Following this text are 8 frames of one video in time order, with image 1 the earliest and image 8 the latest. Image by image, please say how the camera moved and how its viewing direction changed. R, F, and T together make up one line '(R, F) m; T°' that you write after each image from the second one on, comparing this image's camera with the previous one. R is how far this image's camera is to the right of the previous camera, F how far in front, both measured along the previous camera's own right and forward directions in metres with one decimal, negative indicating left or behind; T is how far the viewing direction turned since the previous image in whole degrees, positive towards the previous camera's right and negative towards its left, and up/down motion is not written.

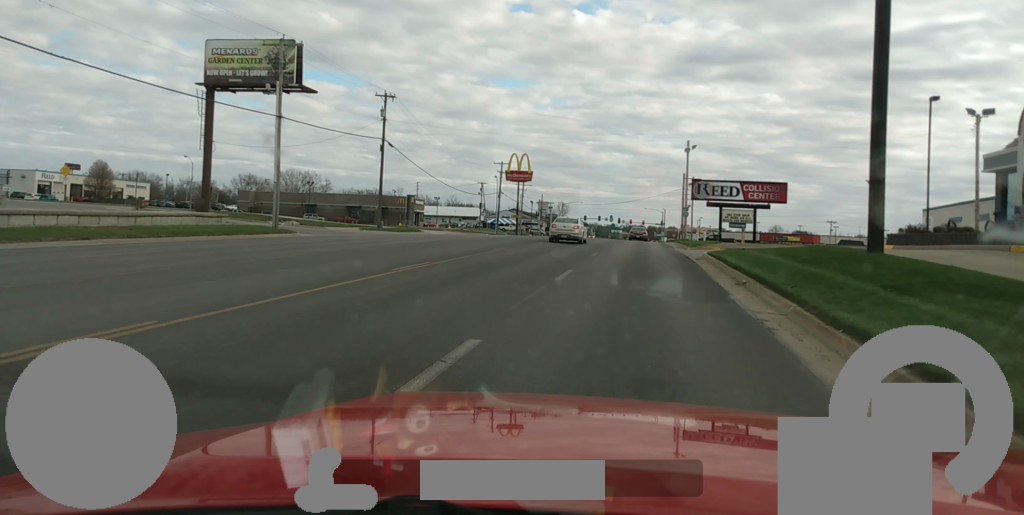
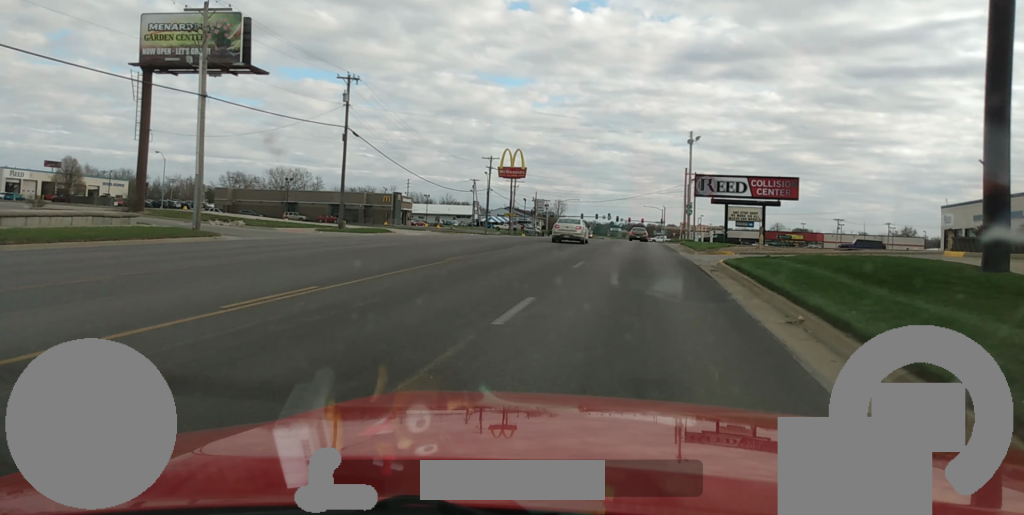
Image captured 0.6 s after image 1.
(0.0, +8.1) m; 0°
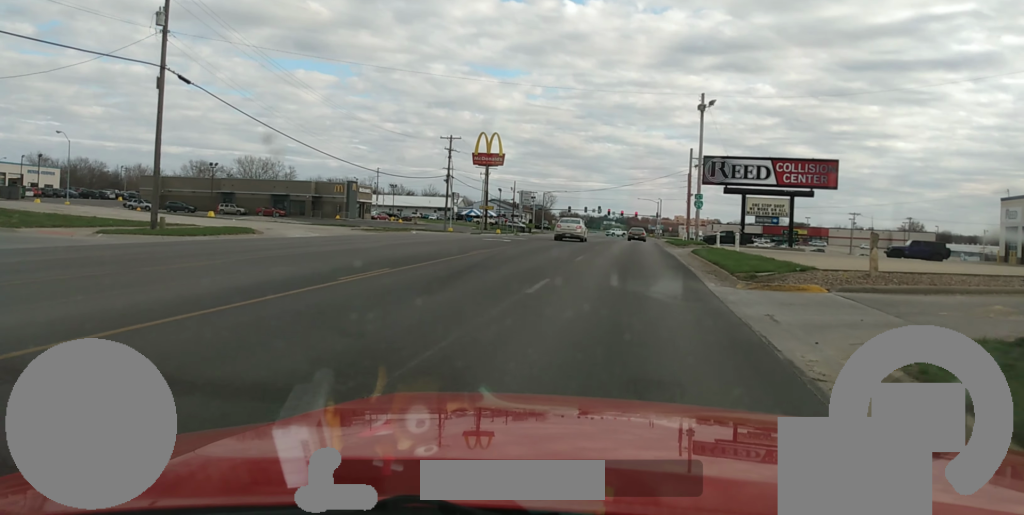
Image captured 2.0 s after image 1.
(0.0, +18.1) m; 0°
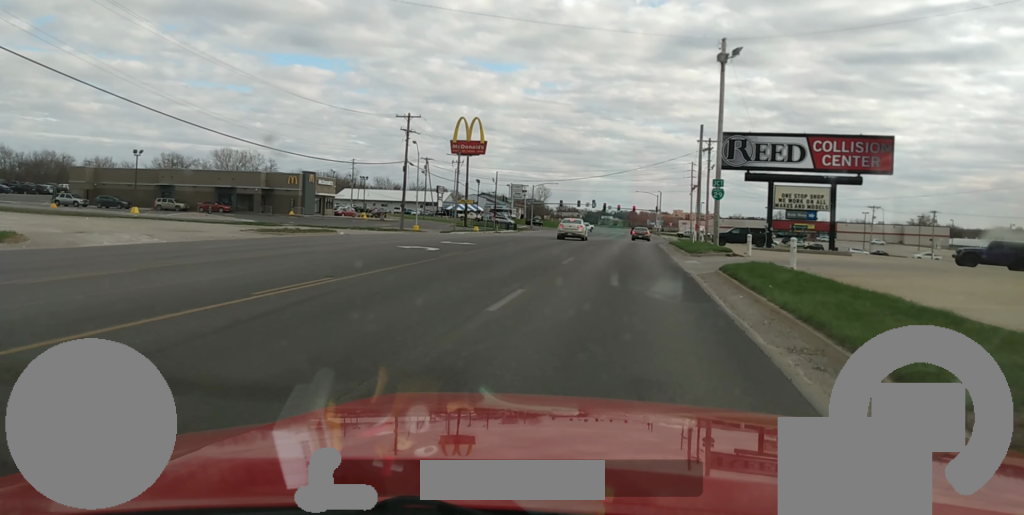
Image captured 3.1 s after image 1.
(0.0, +15.1) m; -1°
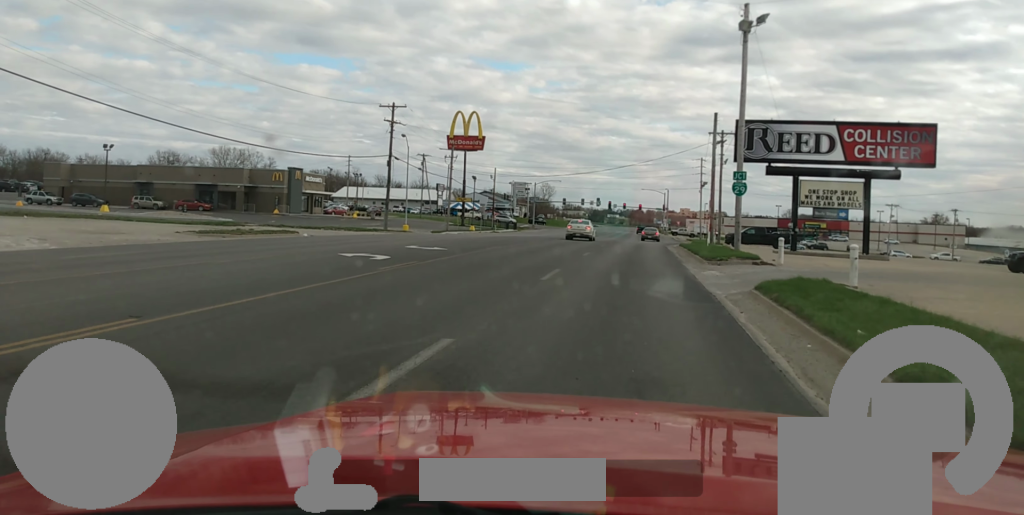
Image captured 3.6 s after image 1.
(-0.1, +6.5) m; 0°
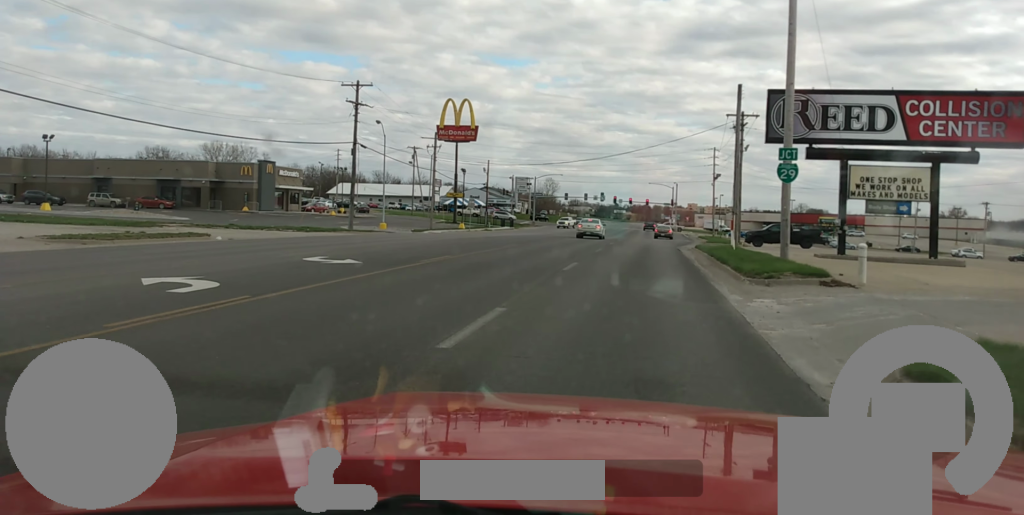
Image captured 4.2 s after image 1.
(-0.2, +9.2) m; 0°
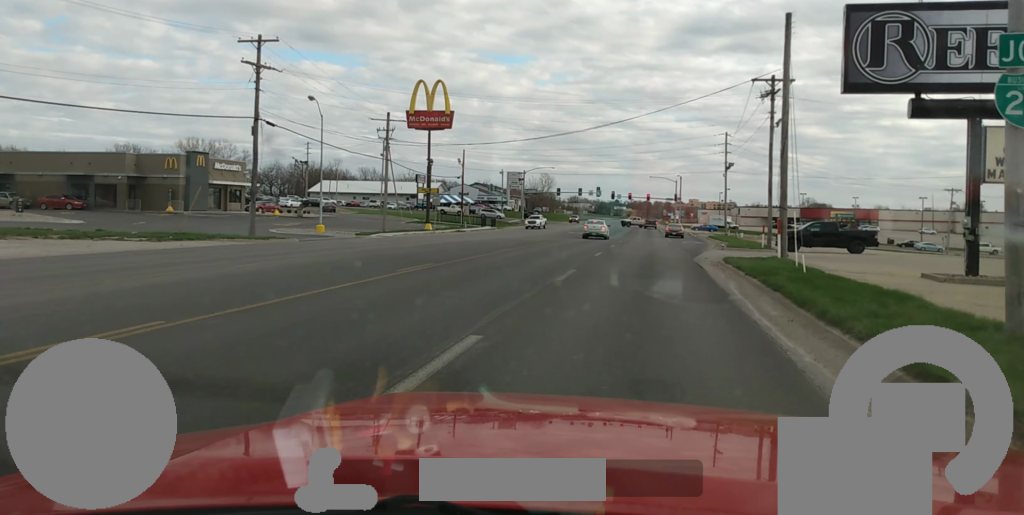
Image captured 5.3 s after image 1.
(+0.4, +15.0) m; +1°
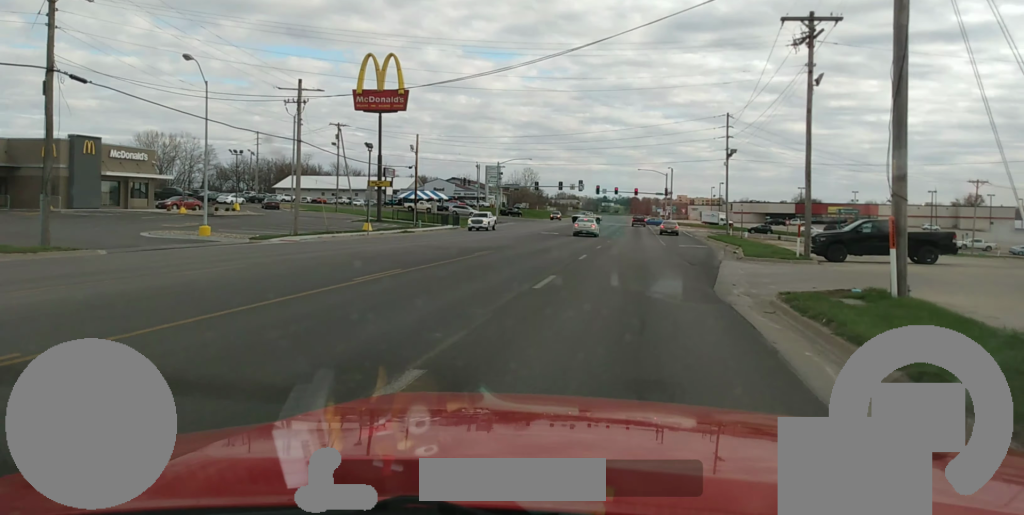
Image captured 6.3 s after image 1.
(0.0, +14.1) m; 0°
